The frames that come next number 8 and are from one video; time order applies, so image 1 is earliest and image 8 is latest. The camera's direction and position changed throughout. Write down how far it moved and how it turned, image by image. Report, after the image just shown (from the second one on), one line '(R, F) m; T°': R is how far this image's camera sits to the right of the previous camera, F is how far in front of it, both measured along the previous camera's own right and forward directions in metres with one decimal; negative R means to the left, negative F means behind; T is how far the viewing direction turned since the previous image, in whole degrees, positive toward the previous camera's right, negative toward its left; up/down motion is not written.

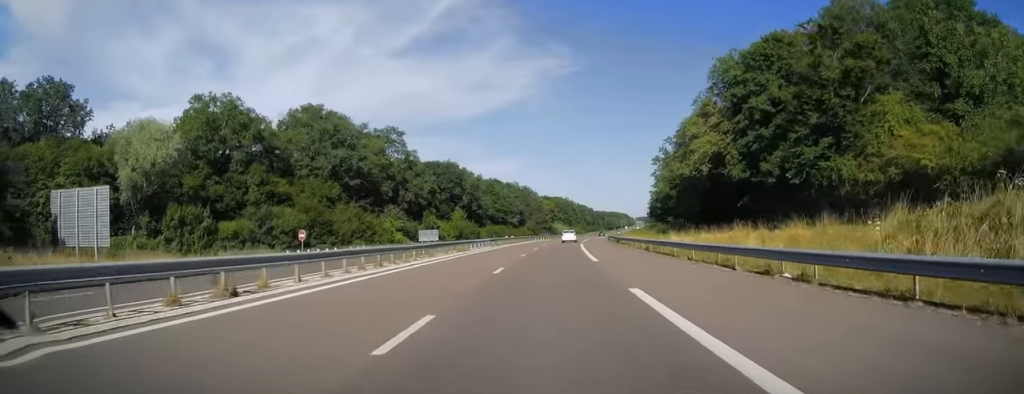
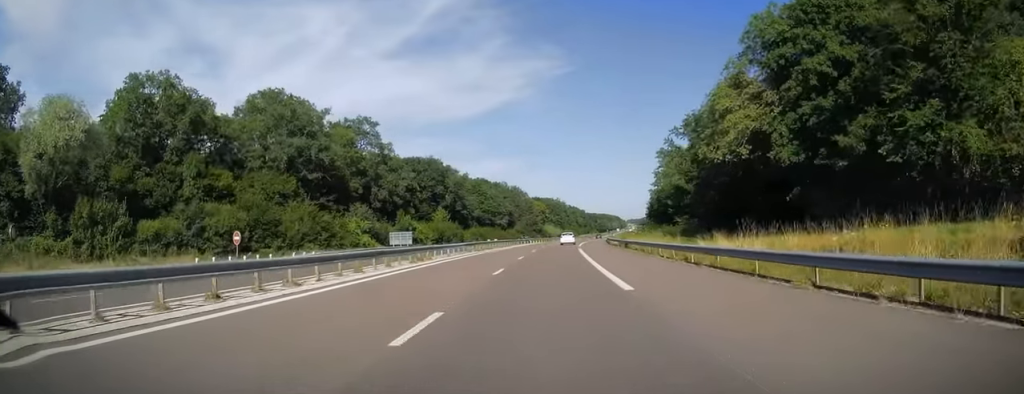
(+0.1, +12.3) m; +1°
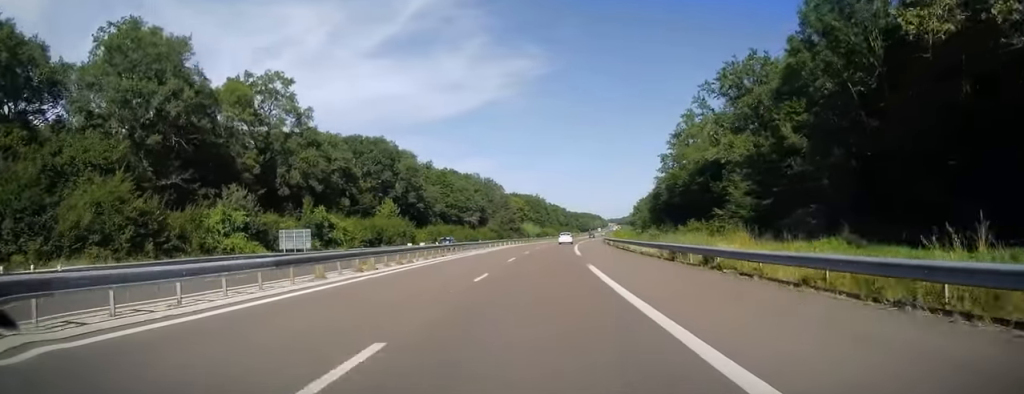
(+0.1, +29.0) m; +1°
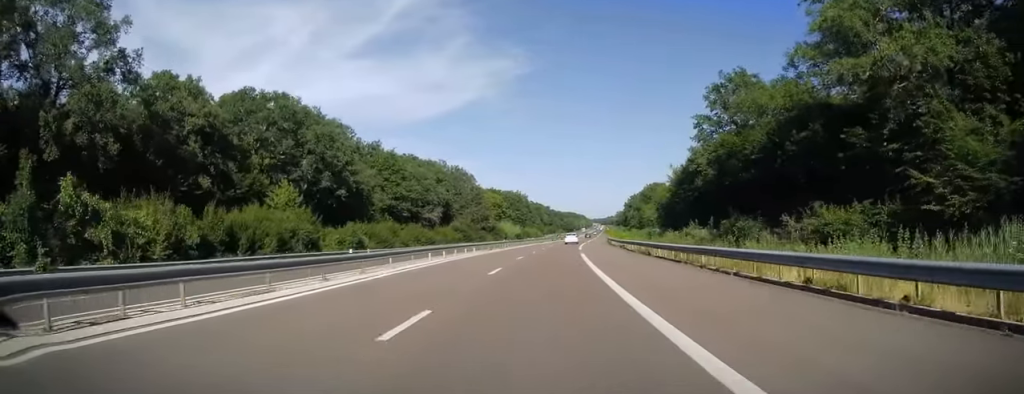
(+0.9, +35.3) m; +3°
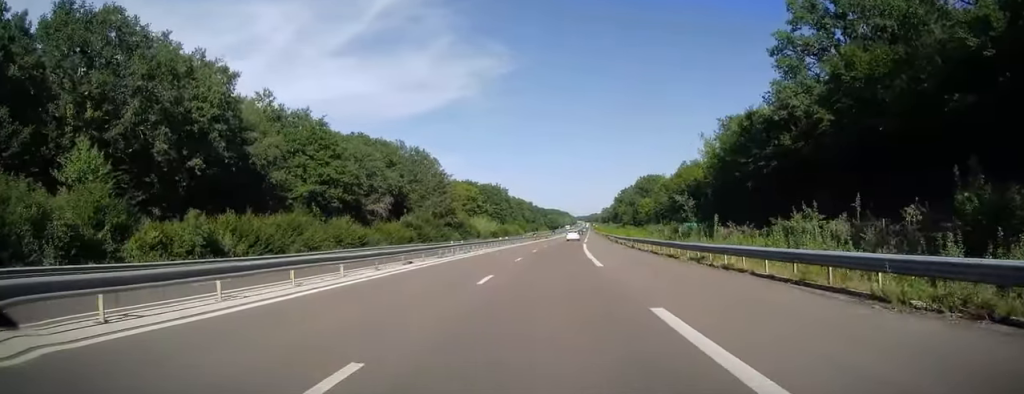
(+0.4, +30.4) m; +1°
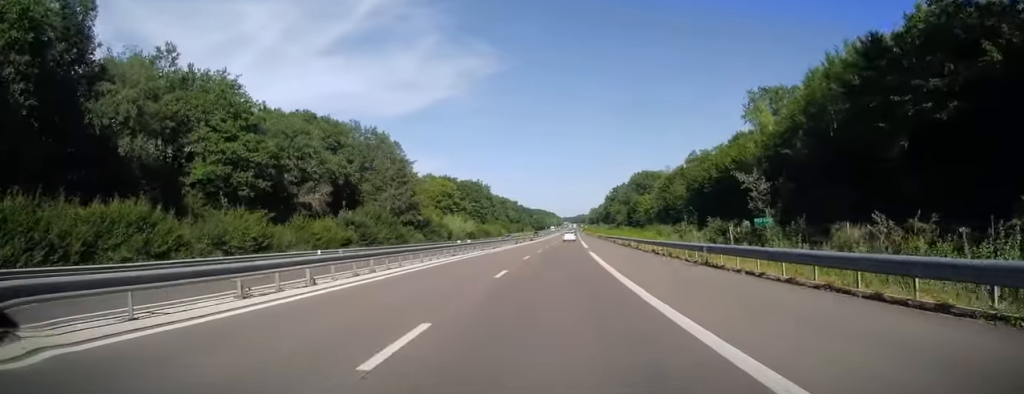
(-0.1, +23.1) m; +1°
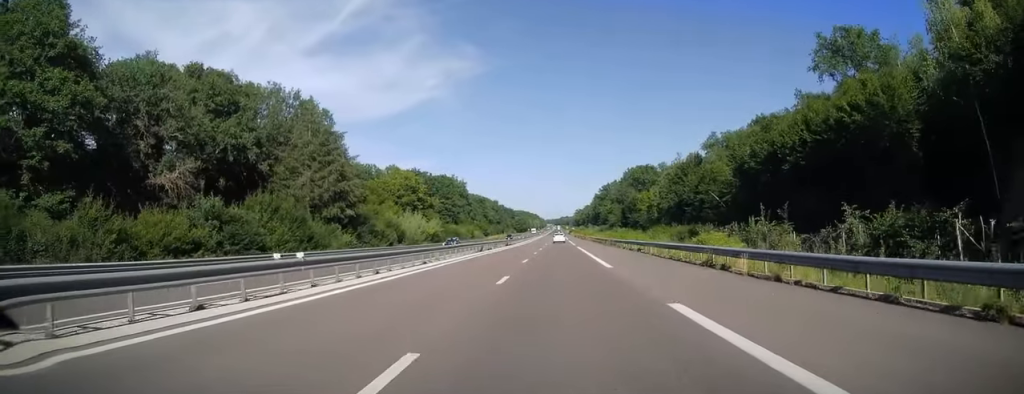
(+0.7, +28.0) m; +2°
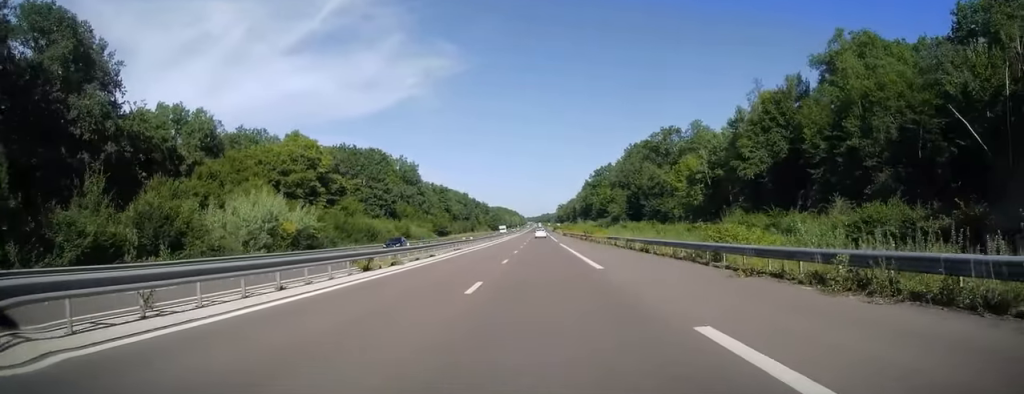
(+1.6, +55.1) m; +2°
